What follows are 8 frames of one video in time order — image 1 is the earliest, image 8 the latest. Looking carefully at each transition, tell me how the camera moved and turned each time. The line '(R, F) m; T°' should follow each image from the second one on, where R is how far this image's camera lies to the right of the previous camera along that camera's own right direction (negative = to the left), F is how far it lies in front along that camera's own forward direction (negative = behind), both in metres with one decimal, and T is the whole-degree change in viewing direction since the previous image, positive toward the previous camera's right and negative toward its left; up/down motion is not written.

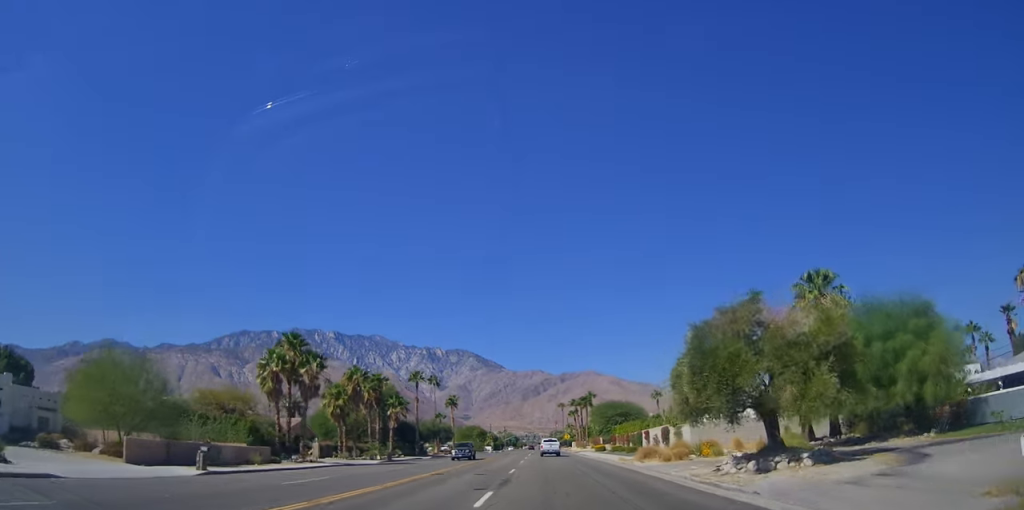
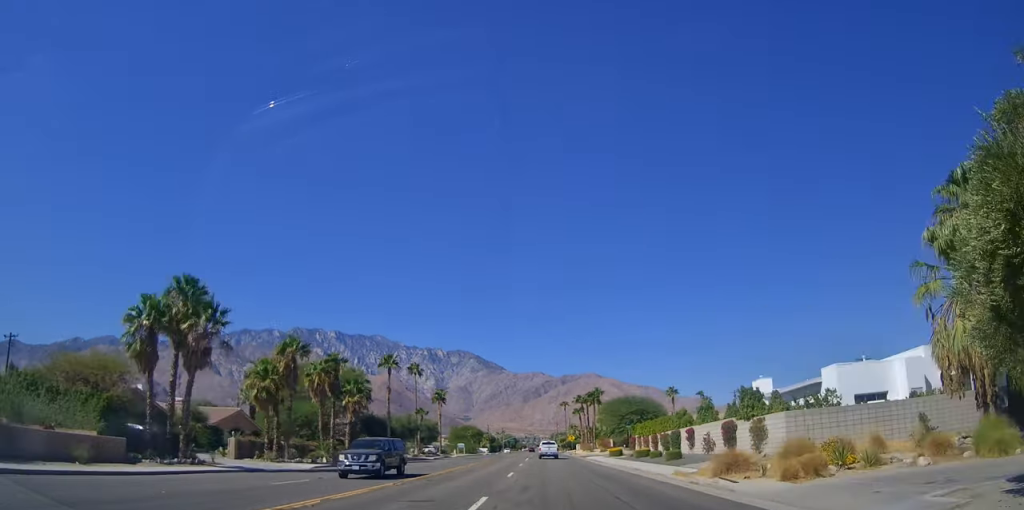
(0.0, +15.7) m; 0°
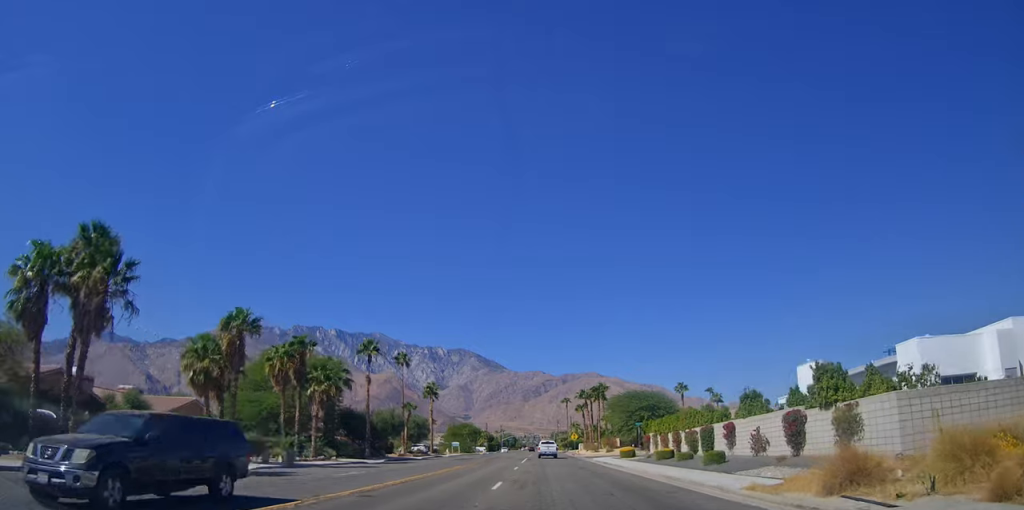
(0.0, +8.1) m; 0°
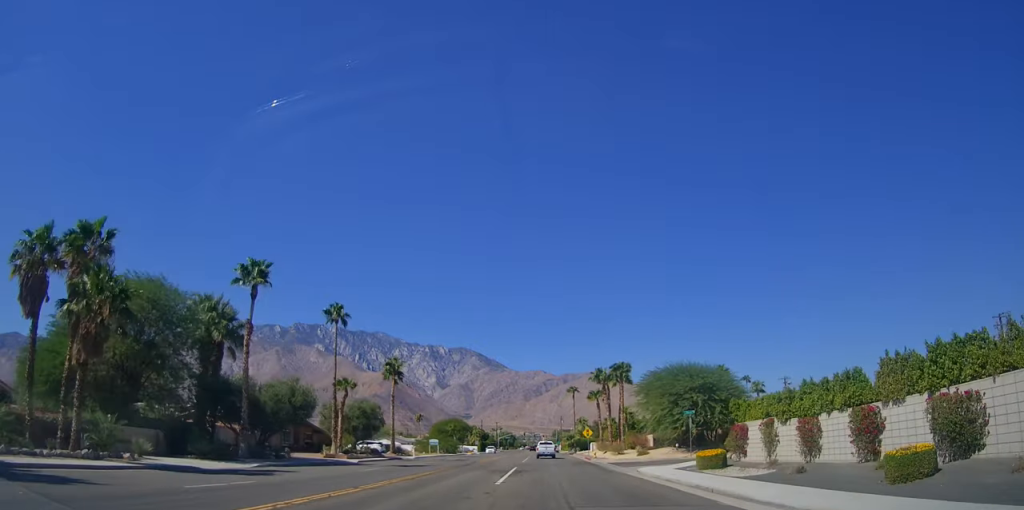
(0.0, +25.5) m; 0°
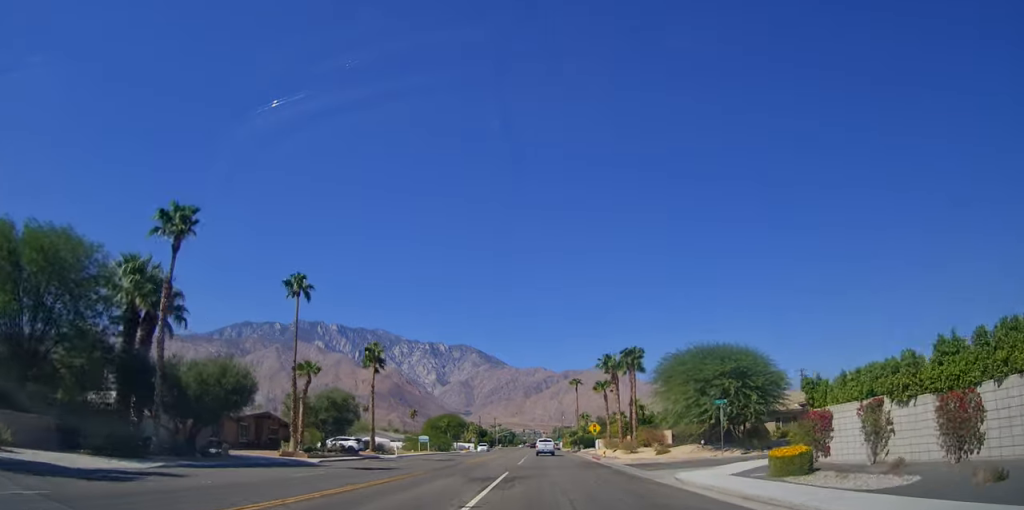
(0.0, +8.6) m; 0°
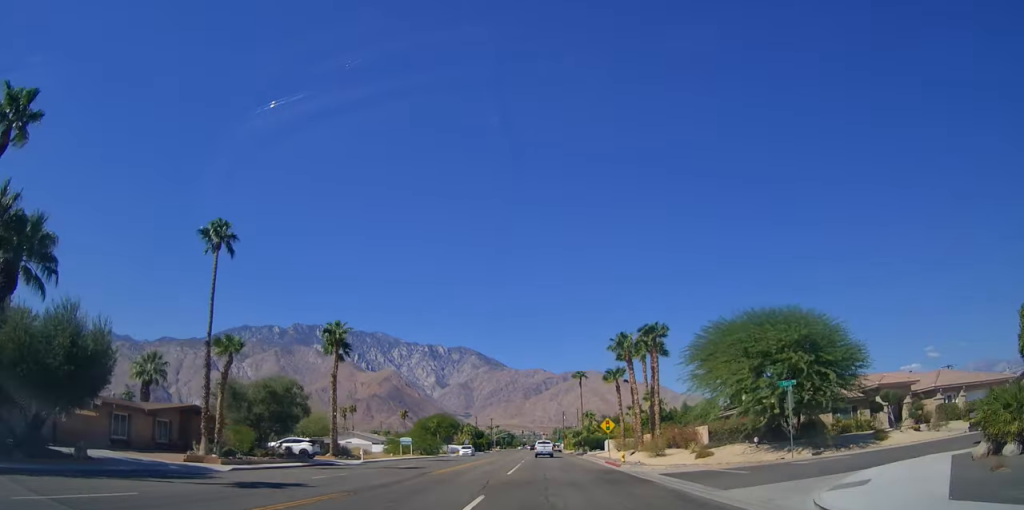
(0.0, +11.7) m; 0°
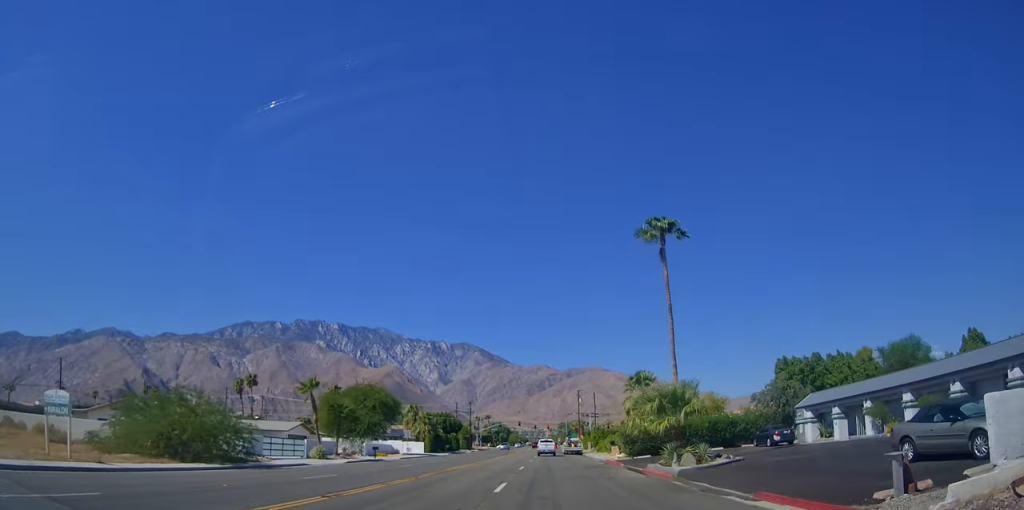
(0.0, +60.2) m; 0°
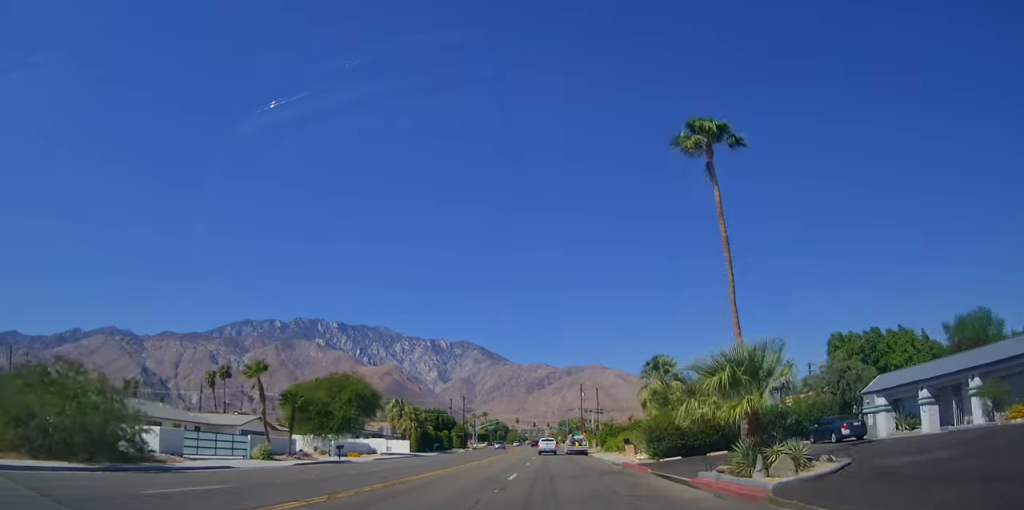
(0.0, +9.6) m; 0°
